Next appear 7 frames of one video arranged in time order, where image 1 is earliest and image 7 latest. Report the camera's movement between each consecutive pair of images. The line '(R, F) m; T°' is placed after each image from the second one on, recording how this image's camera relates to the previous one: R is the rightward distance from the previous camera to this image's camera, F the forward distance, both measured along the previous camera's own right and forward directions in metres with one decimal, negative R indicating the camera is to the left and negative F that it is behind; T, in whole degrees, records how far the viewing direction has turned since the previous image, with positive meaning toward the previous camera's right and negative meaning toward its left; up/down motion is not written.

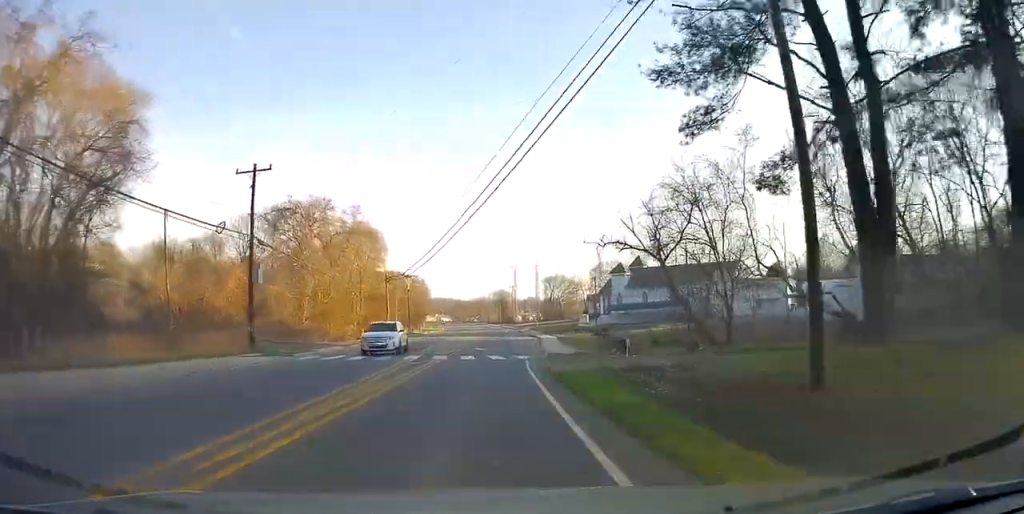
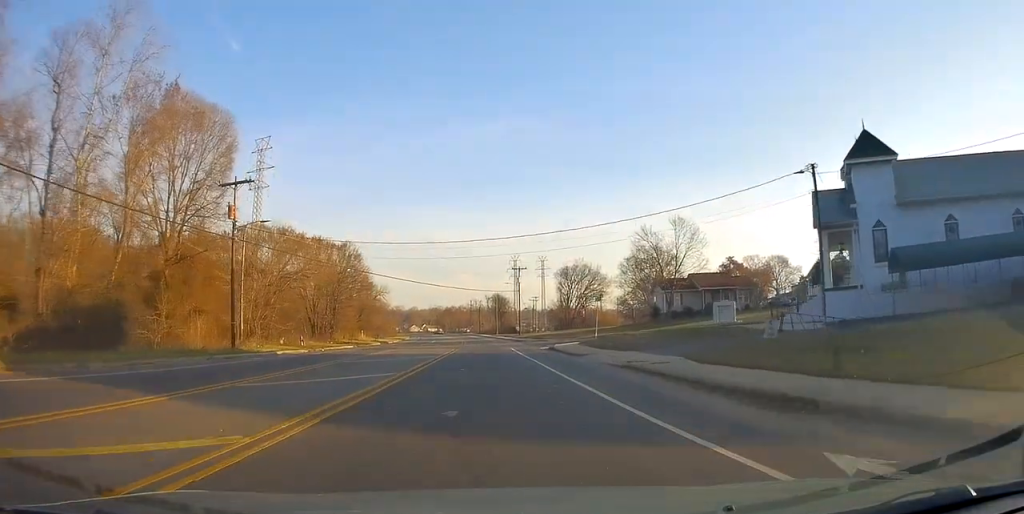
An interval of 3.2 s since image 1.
(+2.6, +66.5) m; +2°
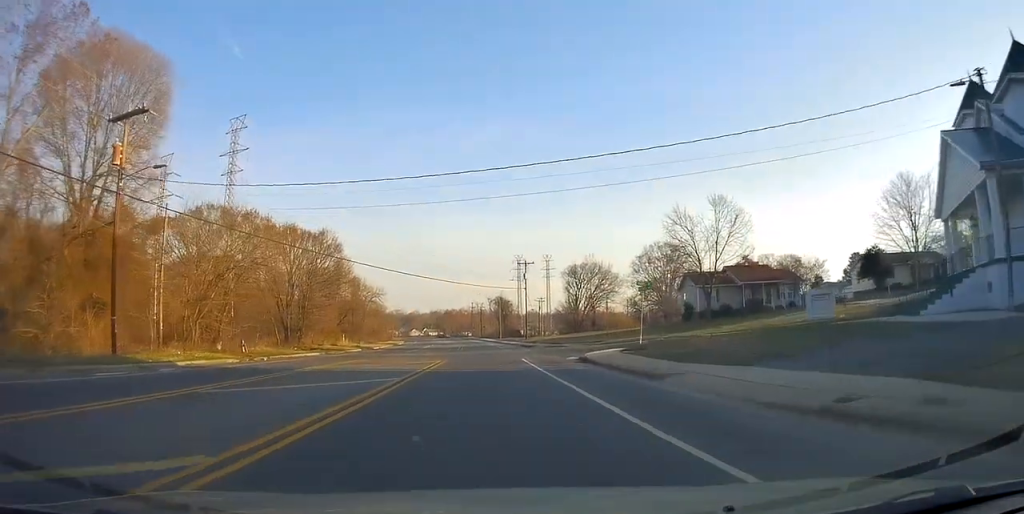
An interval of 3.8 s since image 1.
(-0.3, +12.1) m; 0°
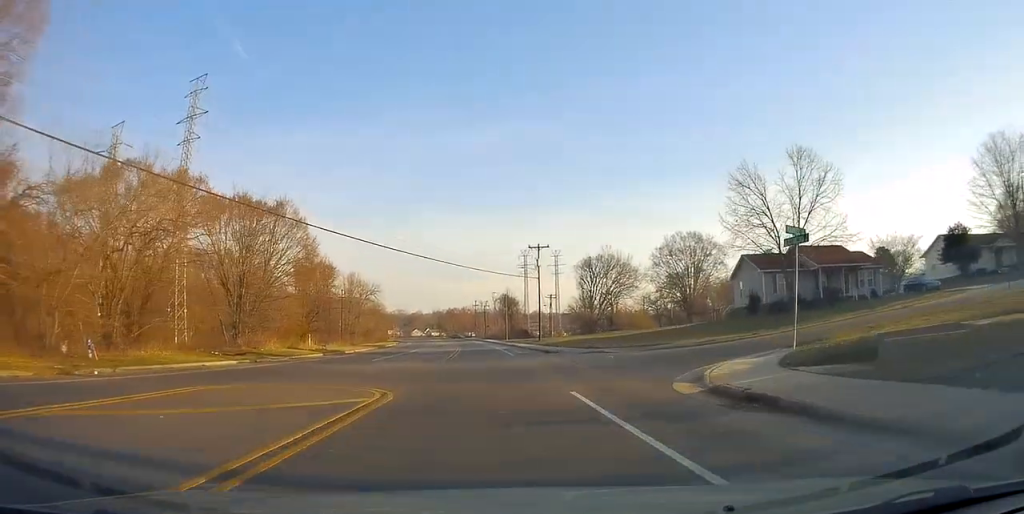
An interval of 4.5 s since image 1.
(+0.2, +15.5) m; 0°
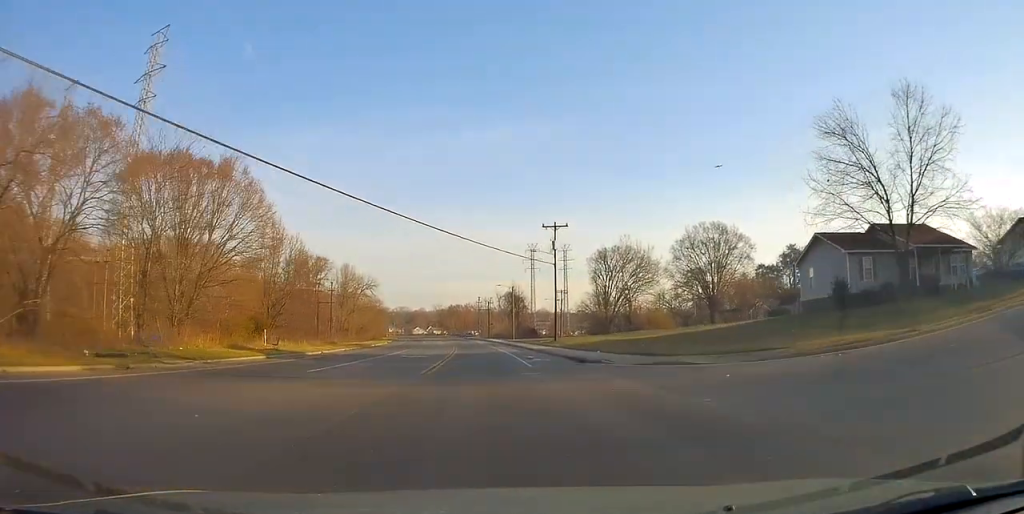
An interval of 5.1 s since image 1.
(+0.2, +12.6) m; 0°
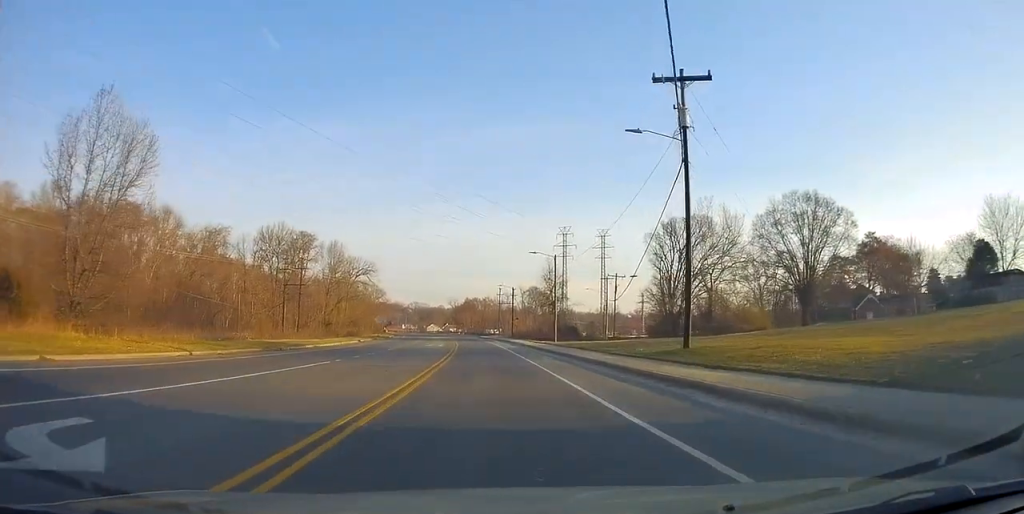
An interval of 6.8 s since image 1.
(-1.2, +32.3) m; -3°
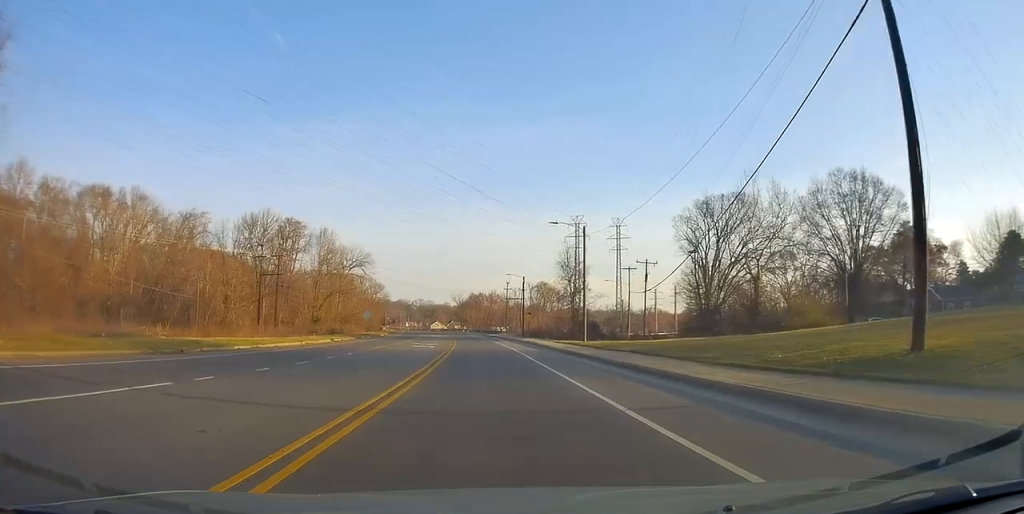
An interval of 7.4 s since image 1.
(-0.1, +12.8) m; 0°
